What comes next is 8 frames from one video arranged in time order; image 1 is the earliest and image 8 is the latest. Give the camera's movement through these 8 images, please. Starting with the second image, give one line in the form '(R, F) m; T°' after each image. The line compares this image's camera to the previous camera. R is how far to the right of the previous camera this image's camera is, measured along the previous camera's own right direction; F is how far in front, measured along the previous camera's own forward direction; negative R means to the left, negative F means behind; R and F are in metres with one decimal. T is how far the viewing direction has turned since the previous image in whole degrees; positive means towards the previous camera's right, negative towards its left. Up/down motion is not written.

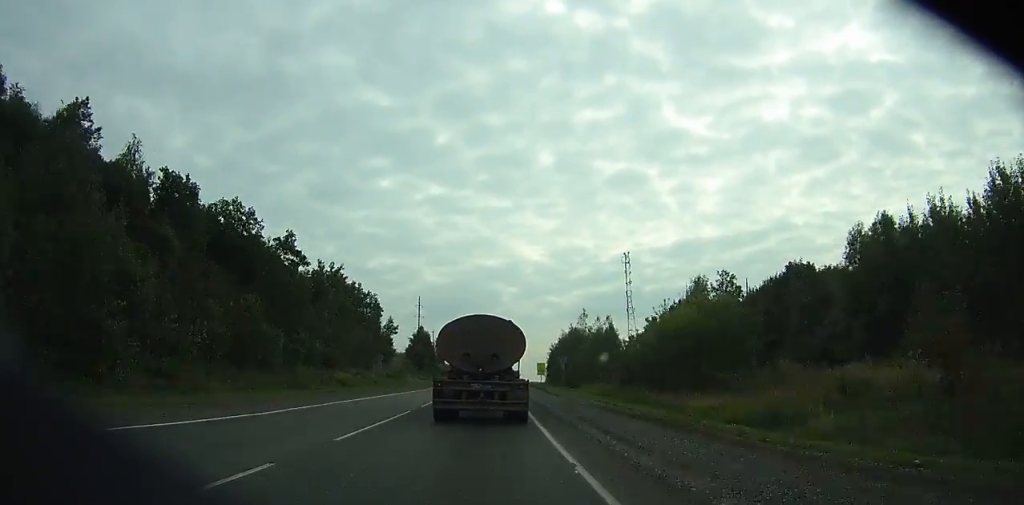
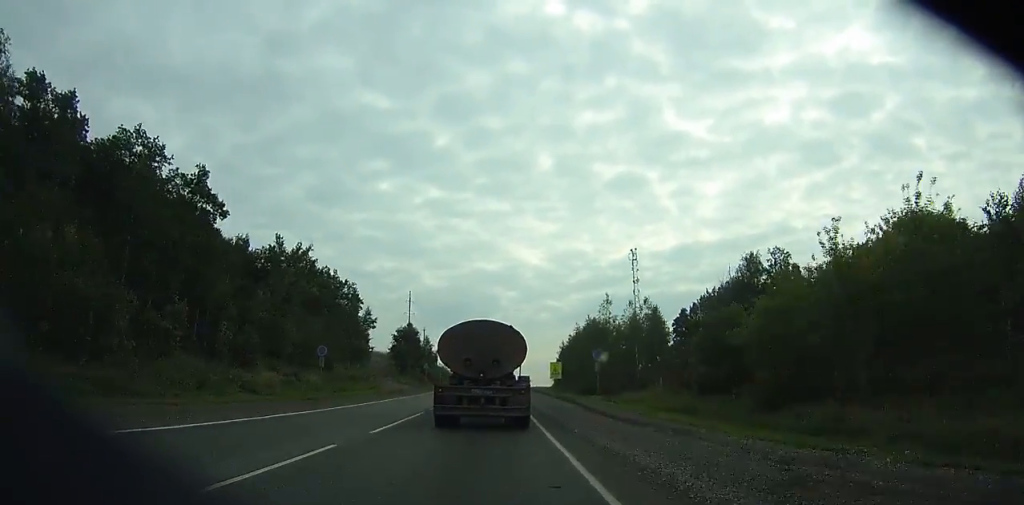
(0.0, +22.0) m; 0°
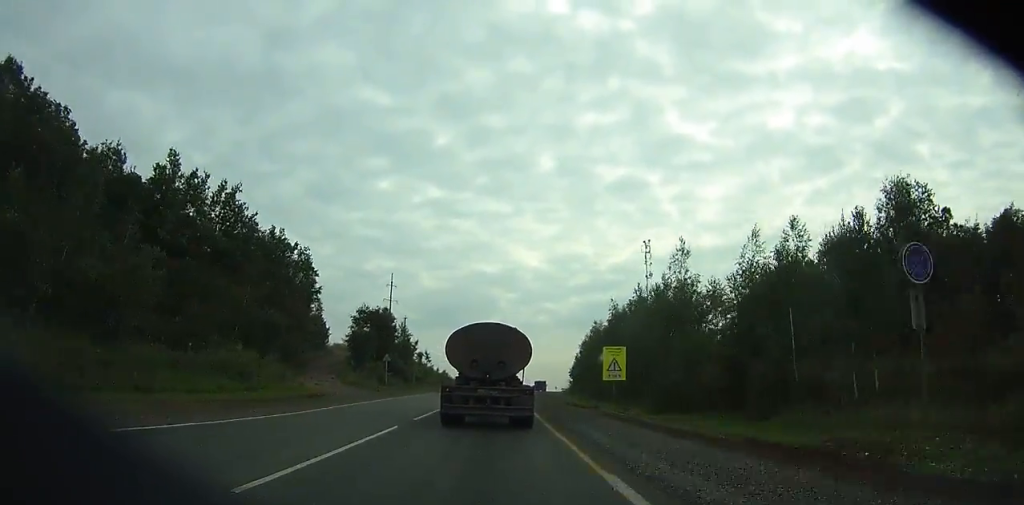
(0.0, +32.5) m; +1°
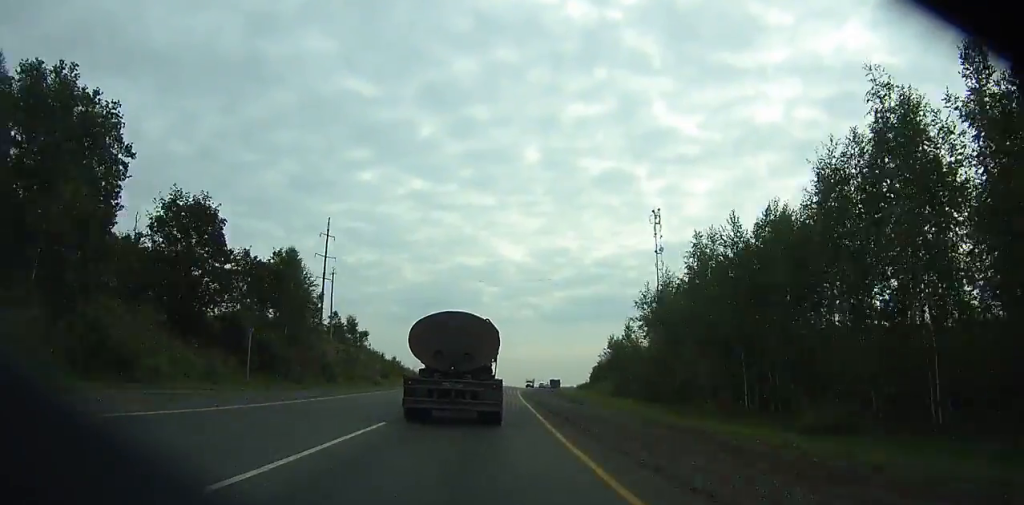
(+0.7, +47.5) m; +2°
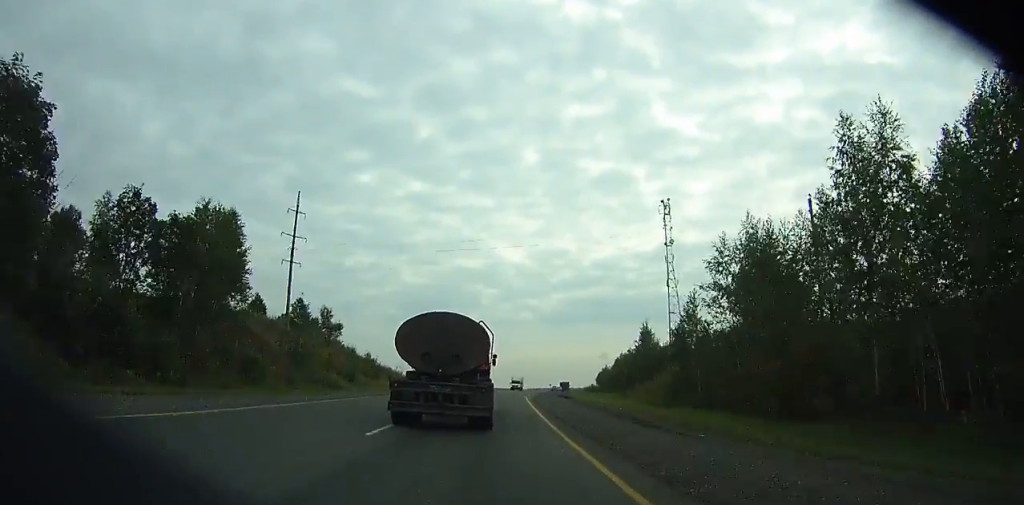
(0.0, +16.6) m; 0°
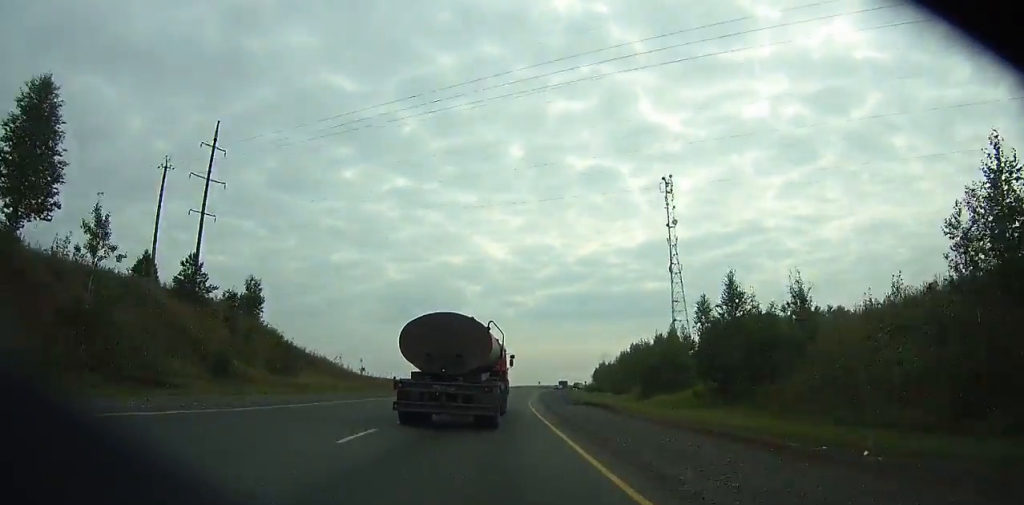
(0.0, +25.0) m; +1°
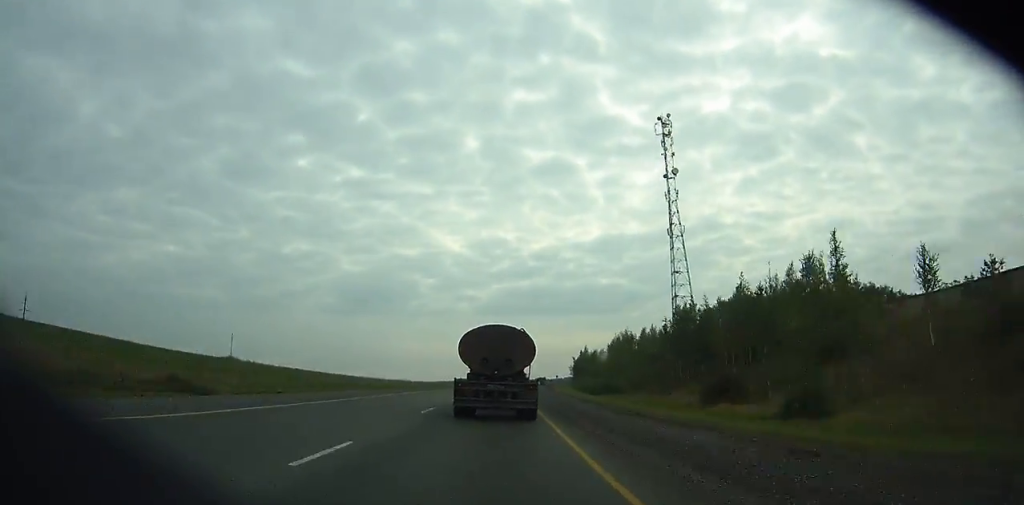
(+1.6, +50.8) m; +4°
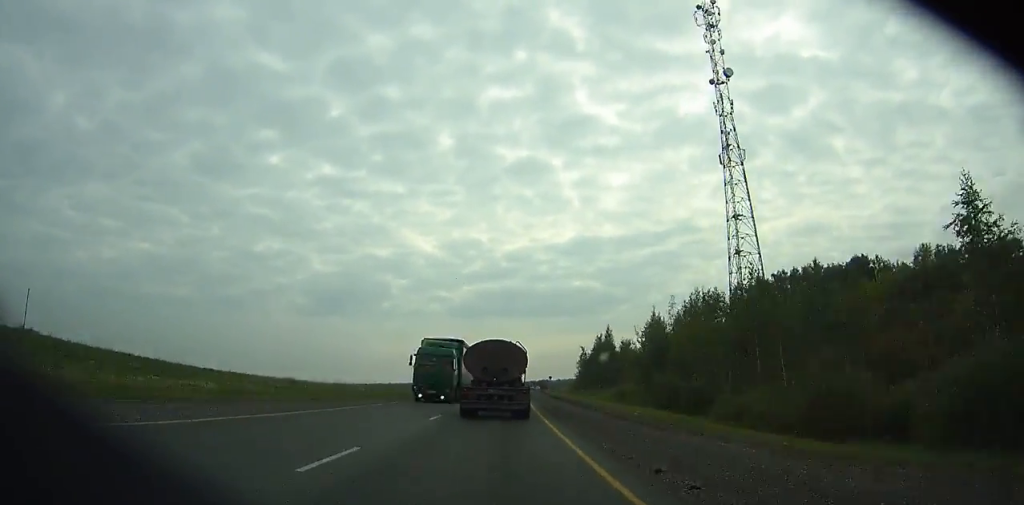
(+1.6, +58.7) m; +3°
